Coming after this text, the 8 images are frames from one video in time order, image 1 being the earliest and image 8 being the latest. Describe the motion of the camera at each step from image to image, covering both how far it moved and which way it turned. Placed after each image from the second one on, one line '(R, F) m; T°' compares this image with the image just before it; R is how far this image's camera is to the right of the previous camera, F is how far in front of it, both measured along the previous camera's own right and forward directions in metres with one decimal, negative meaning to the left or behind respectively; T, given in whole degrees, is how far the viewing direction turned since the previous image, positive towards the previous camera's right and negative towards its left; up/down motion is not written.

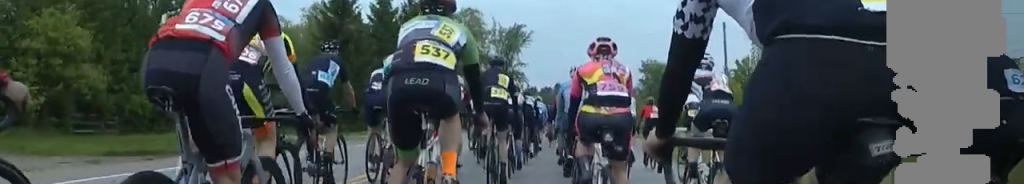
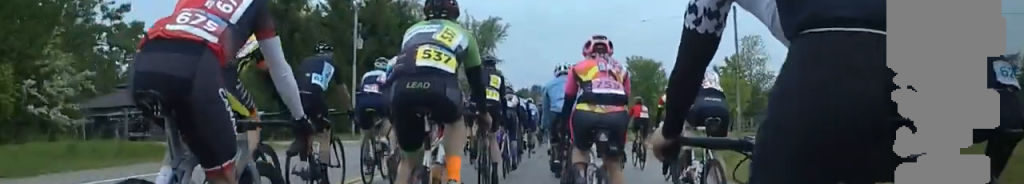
(-0.1, +8.2) m; -1°
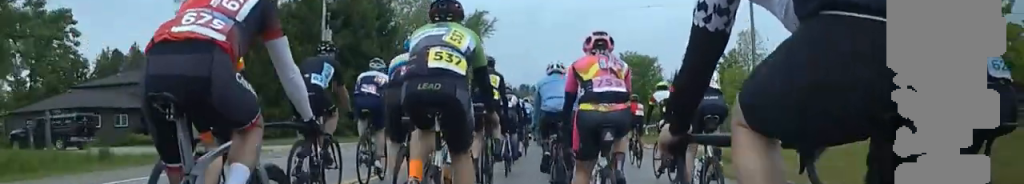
(0.0, +5.3) m; -1°
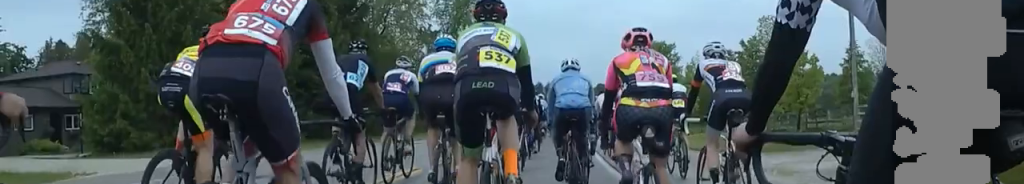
(-0.3, +12.3) m; -3°
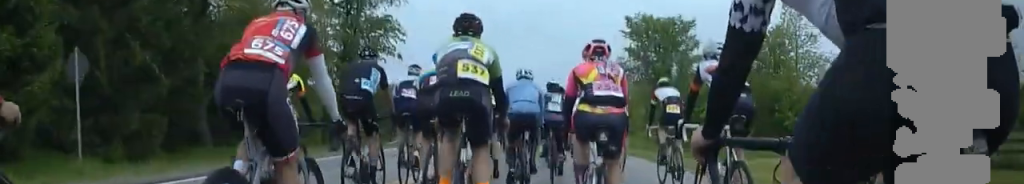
(+0.2, +26.4) m; +3°
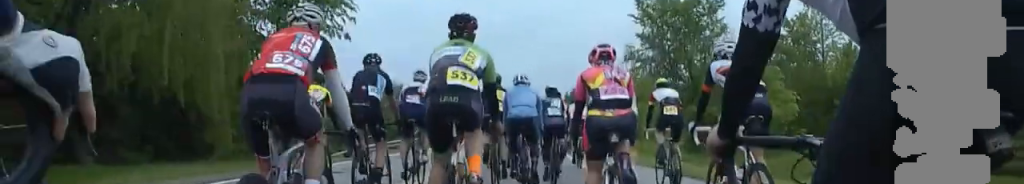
(+0.1, +9.7) m; 0°
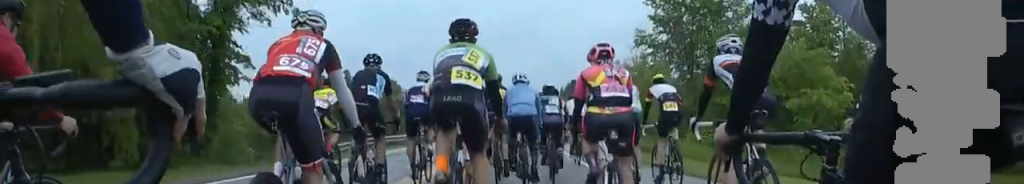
(0.0, +5.8) m; -1°
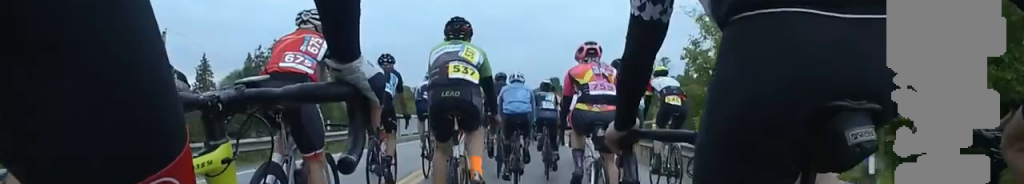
(0.0, +18.3) m; 0°
